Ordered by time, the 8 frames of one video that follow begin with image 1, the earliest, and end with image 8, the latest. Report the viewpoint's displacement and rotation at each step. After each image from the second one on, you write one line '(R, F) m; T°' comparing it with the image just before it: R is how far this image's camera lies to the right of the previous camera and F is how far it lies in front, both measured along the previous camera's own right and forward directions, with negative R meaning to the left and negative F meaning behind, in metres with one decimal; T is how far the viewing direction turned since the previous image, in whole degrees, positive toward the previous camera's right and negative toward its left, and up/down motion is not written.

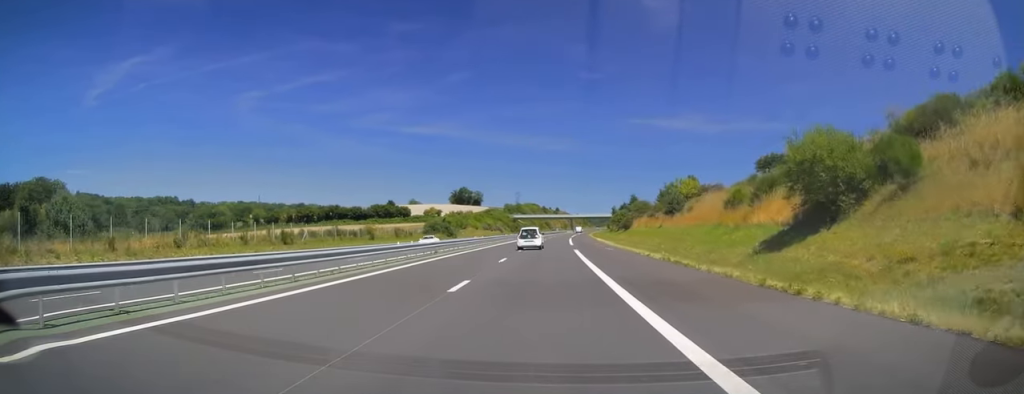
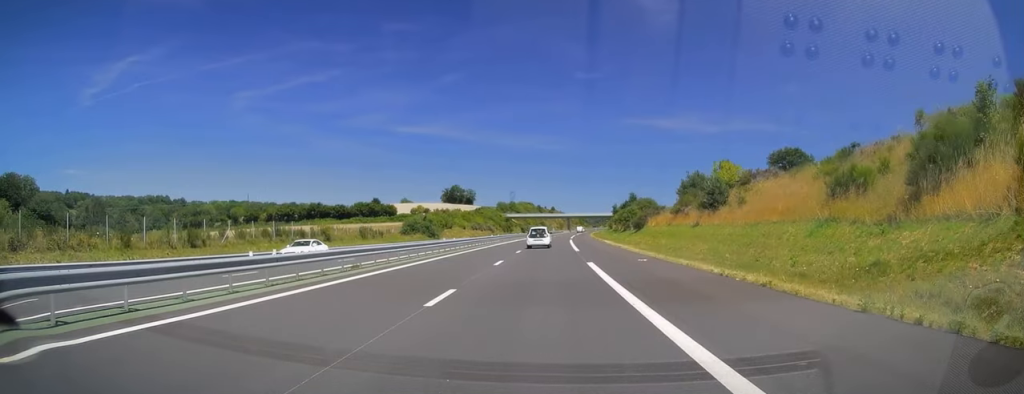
(+0.2, +15.7) m; +1°
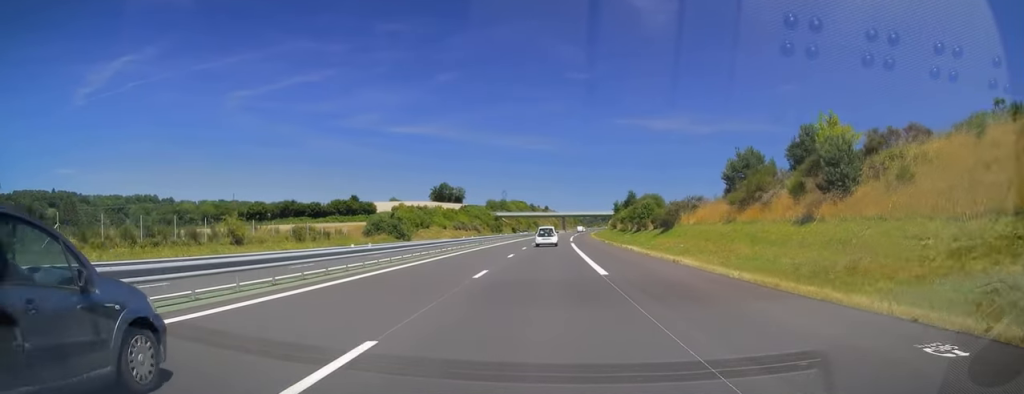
(0.0, +19.7) m; 0°
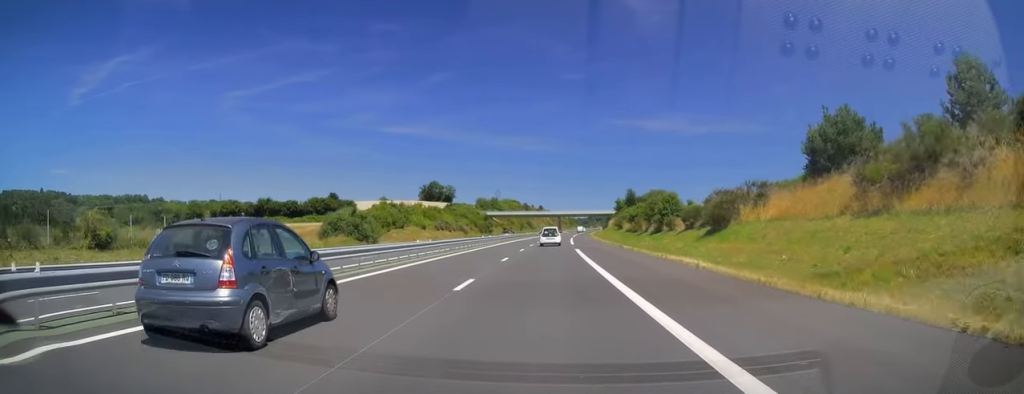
(0.0, +16.8) m; 0°
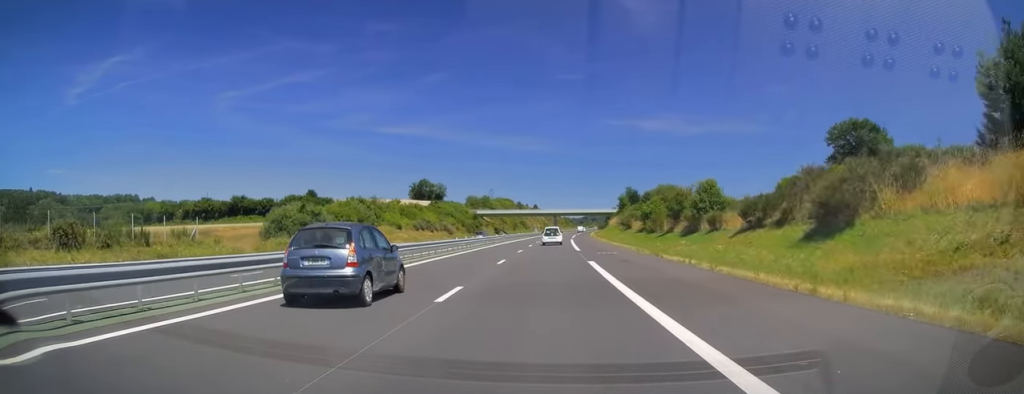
(0.0, +15.3) m; 0°
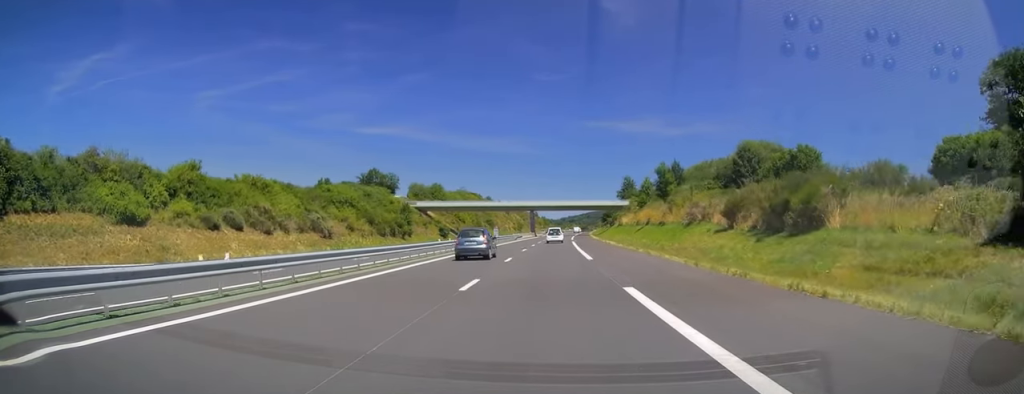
(+1.7, +63.0) m; +3°
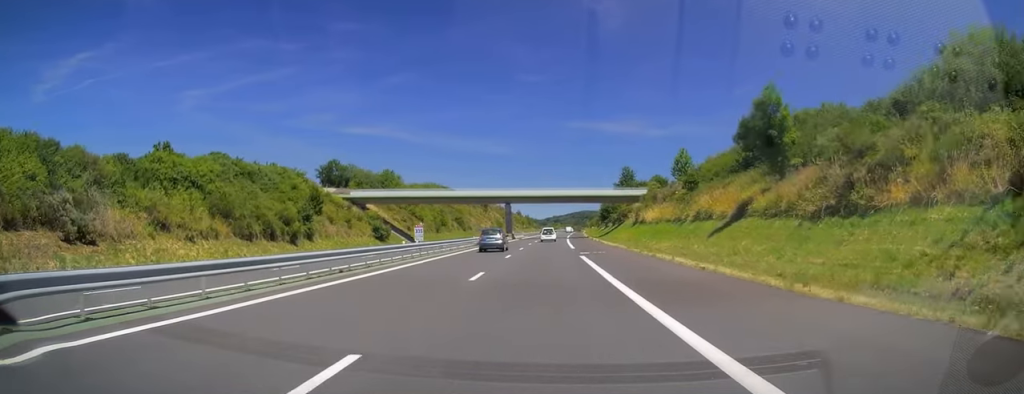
(+0.2, +36.4) m; +1°
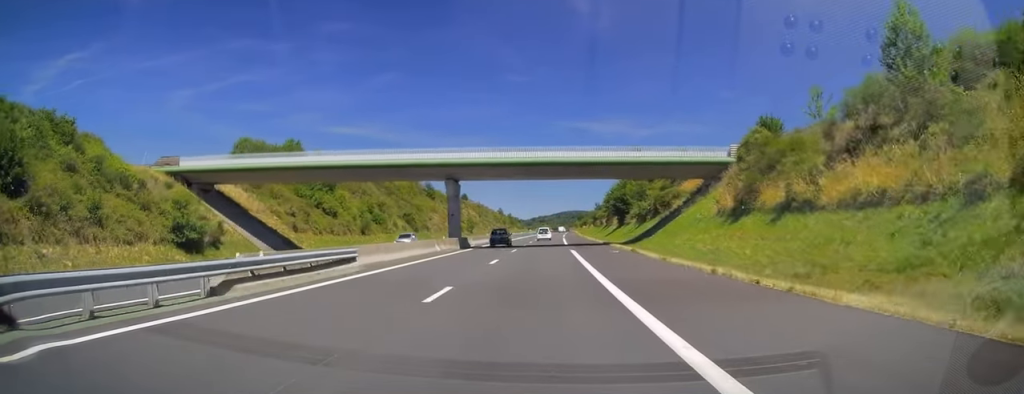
(+0.7, +44.3) m; +1°
